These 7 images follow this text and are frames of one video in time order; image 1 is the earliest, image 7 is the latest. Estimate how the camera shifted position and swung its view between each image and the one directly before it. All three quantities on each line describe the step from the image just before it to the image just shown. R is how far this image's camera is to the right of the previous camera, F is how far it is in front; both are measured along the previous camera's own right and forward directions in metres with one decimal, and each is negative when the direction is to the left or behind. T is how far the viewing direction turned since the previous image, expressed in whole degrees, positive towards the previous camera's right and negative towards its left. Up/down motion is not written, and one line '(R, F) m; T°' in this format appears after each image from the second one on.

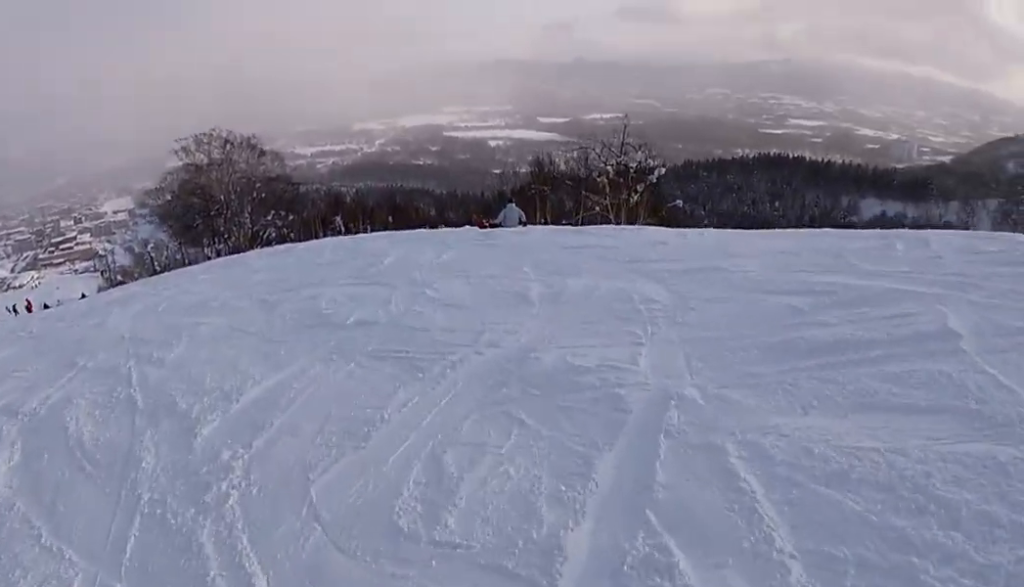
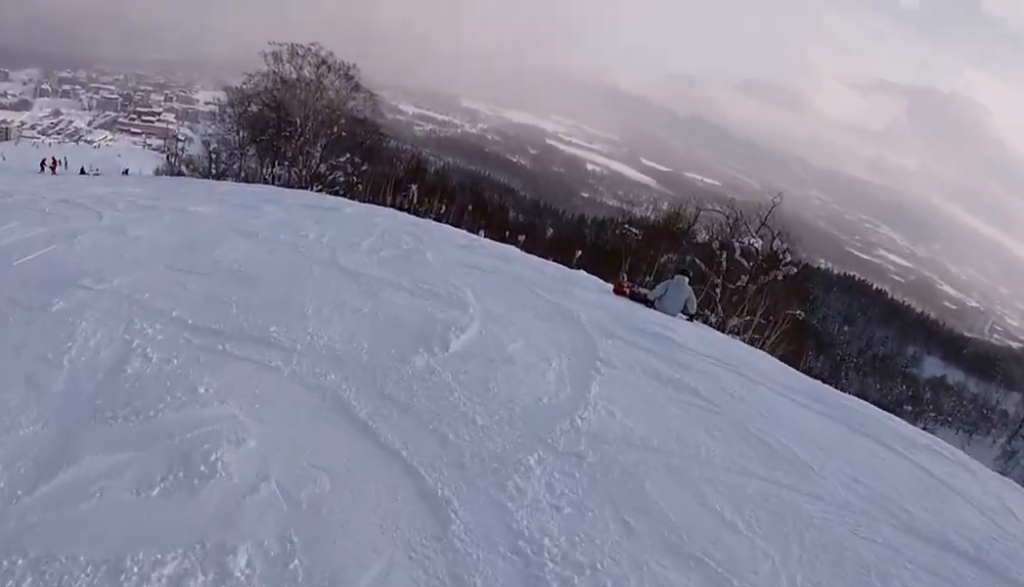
(-0.4, +7.8) m; -7°
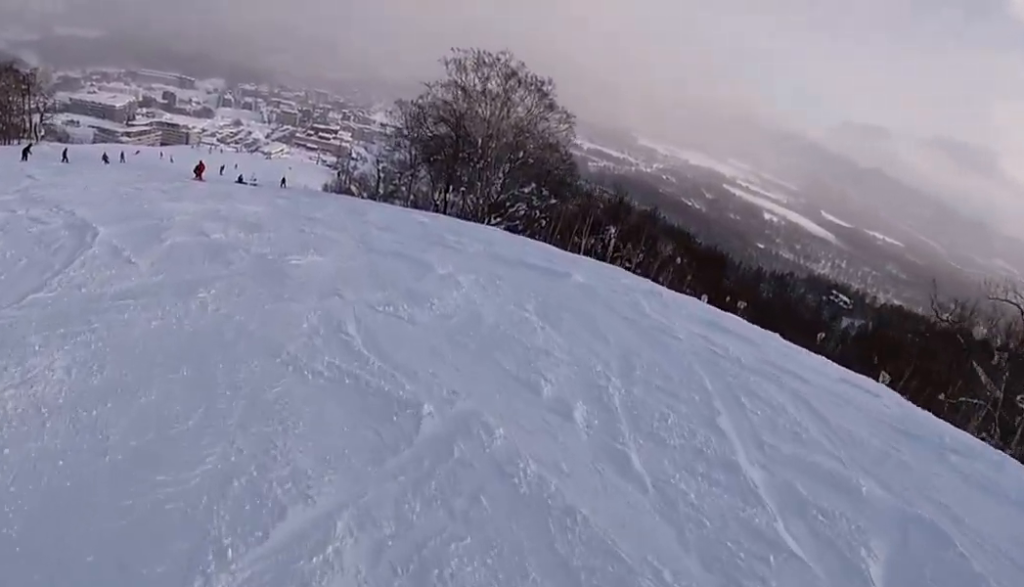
(-0.5, +9.1) m; -7°
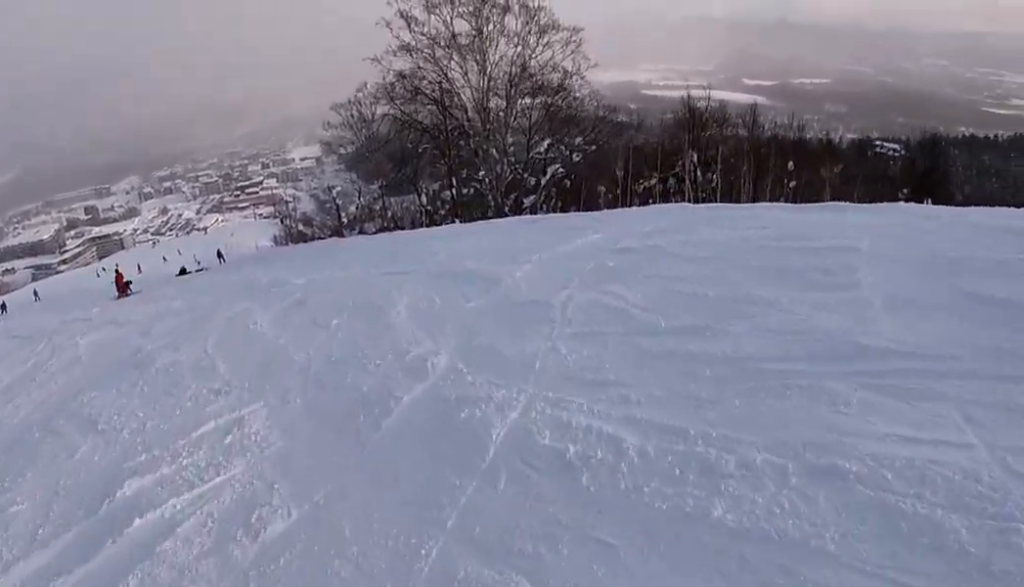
(-0.3, +14.4) m; -1°
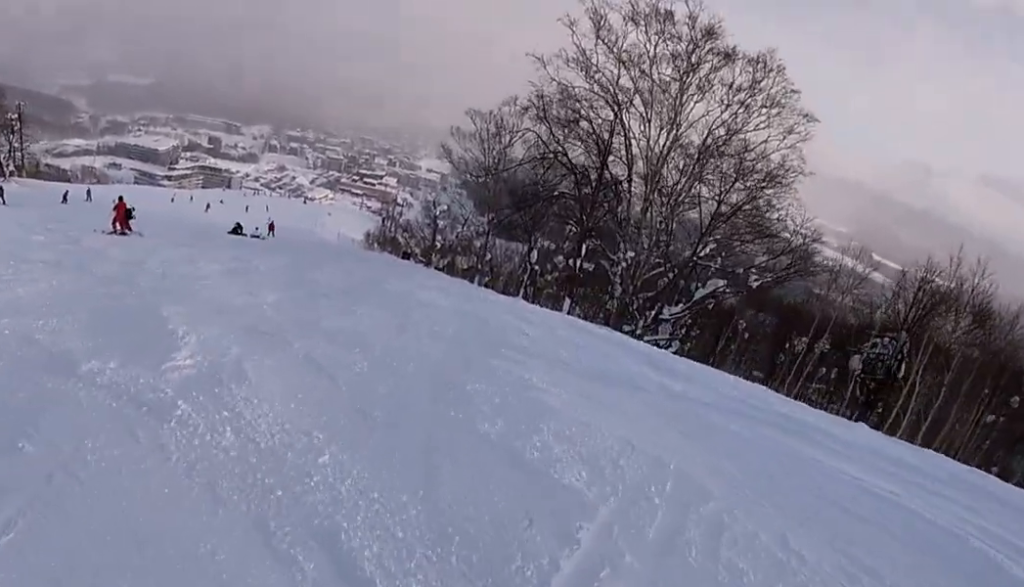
(-0.2, +8.8) m; -10°
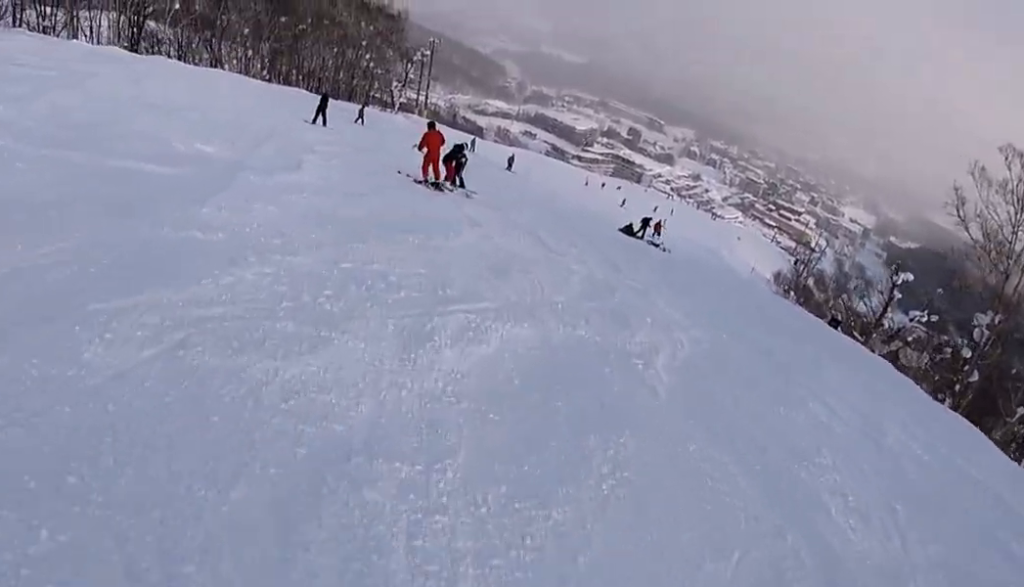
(-2.1, +10.5) m; -27°
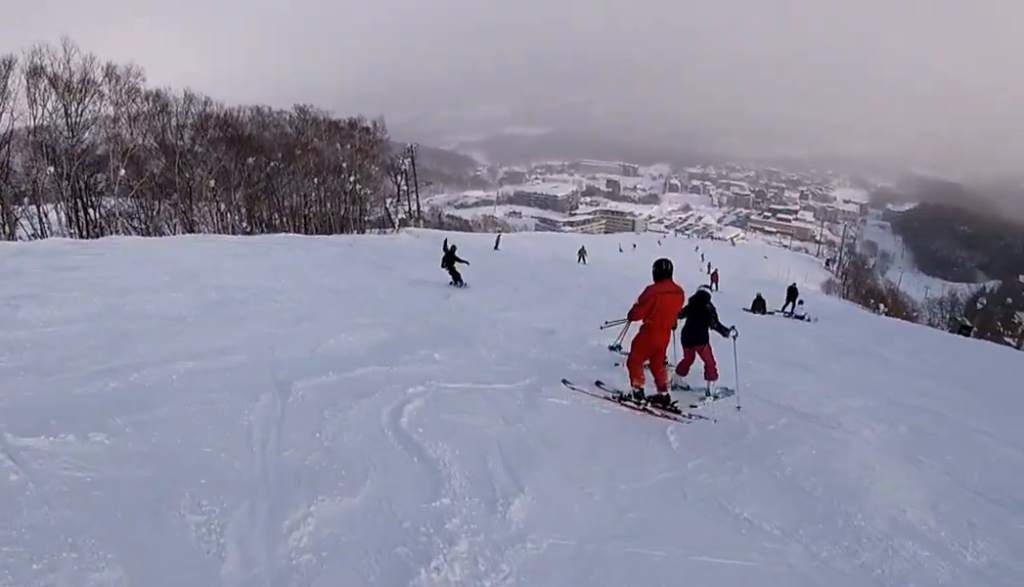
(-1.5, +10.8) m; +4°
